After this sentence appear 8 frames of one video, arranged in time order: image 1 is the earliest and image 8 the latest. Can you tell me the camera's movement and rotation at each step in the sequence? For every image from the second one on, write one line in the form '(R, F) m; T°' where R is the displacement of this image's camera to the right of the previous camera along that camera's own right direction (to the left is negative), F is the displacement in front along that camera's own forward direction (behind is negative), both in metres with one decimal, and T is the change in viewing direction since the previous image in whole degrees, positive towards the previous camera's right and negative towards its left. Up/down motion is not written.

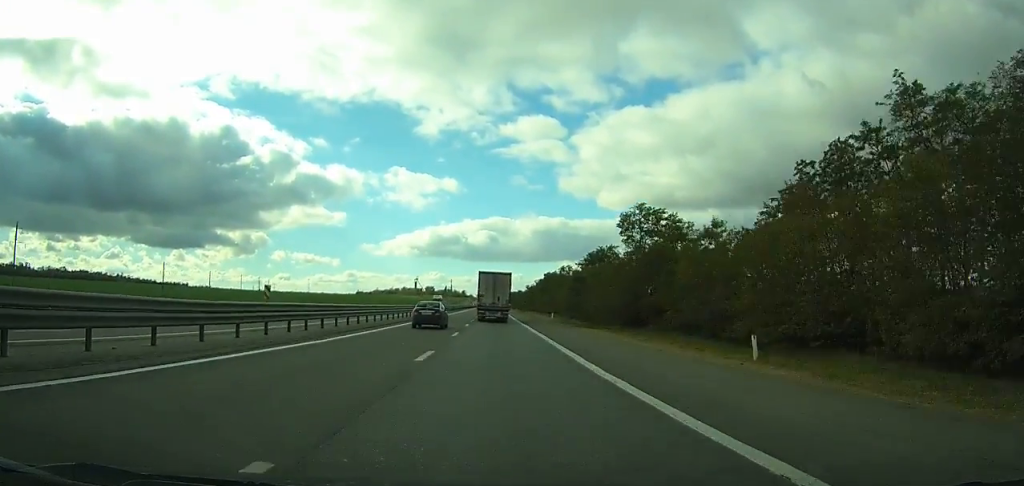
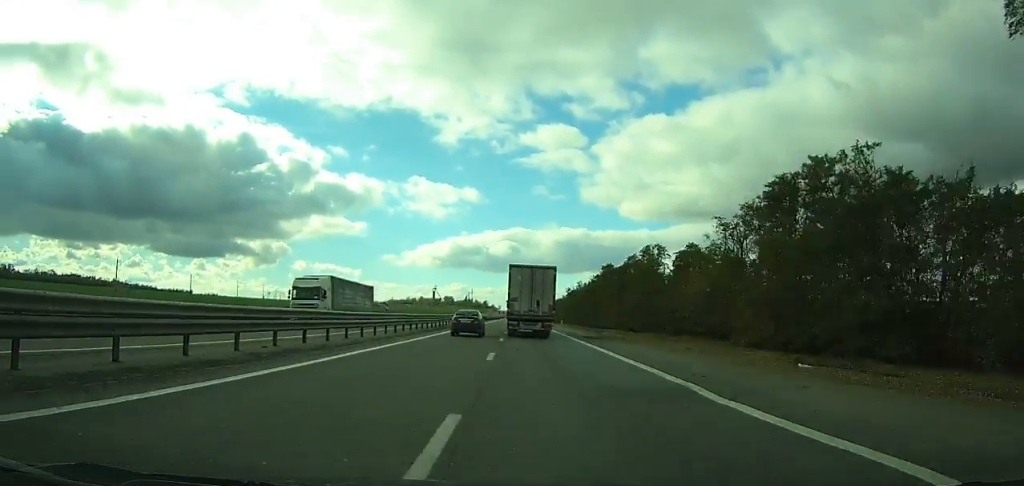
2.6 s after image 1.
(-0.2, +69.0) m; 0°
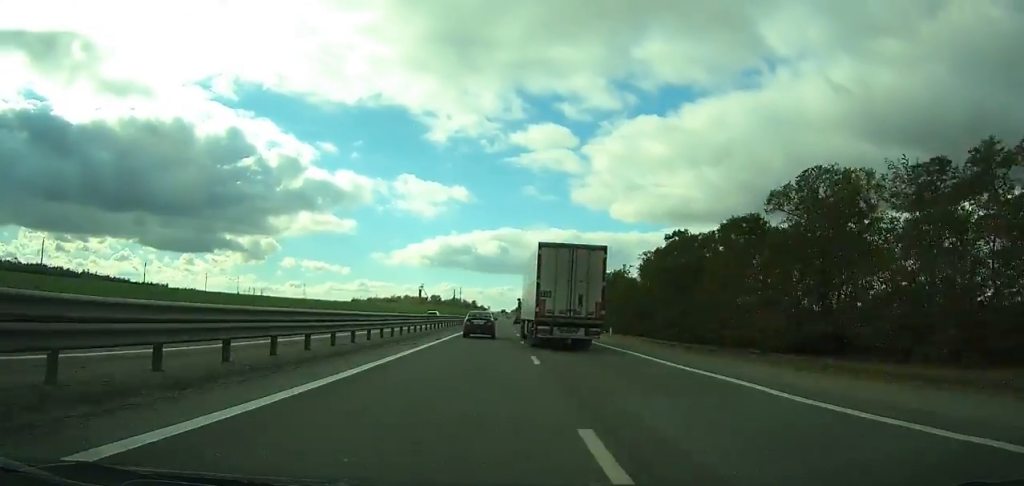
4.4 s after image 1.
(-0.3, +47.8) m; 0°
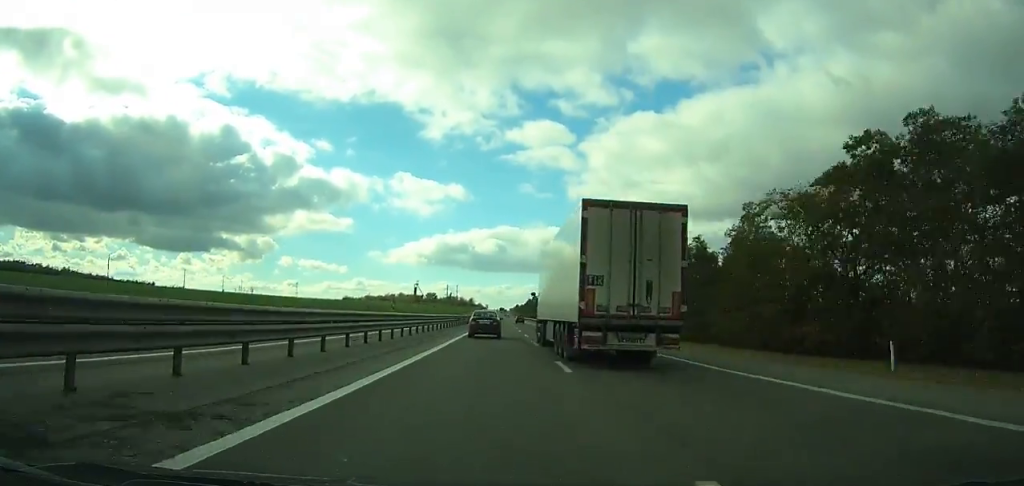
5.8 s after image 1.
(+0.3, +37.0) m; 0°
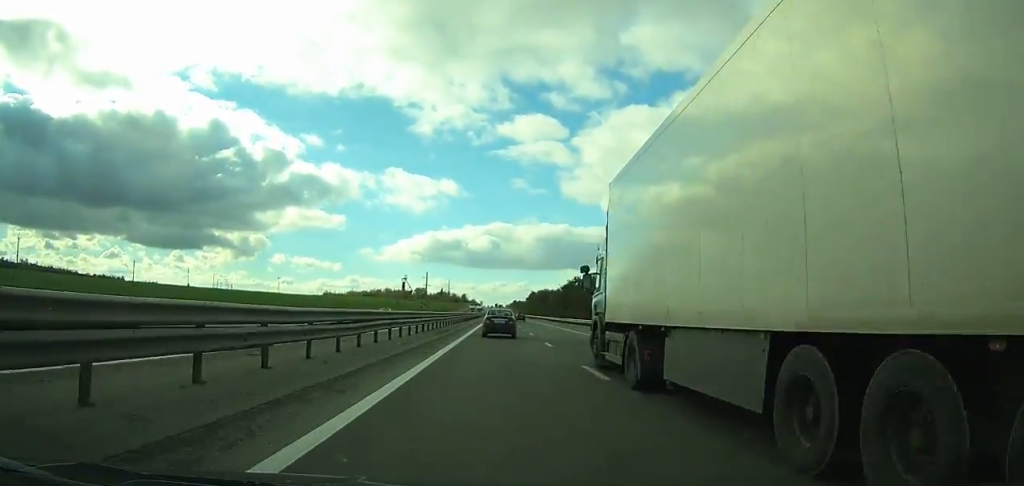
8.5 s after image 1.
(+0.3, +70.9) m; 0°
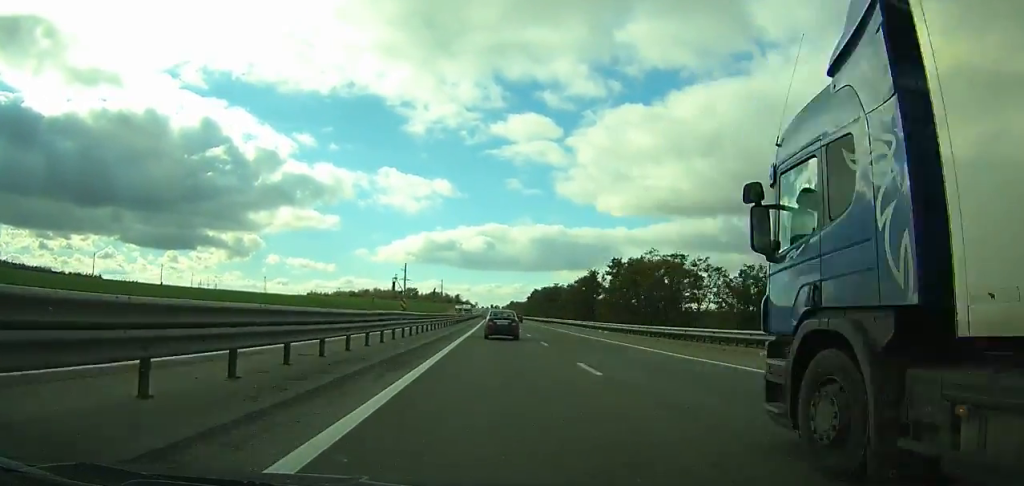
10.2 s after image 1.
(0.0, +44.2) m; 0°
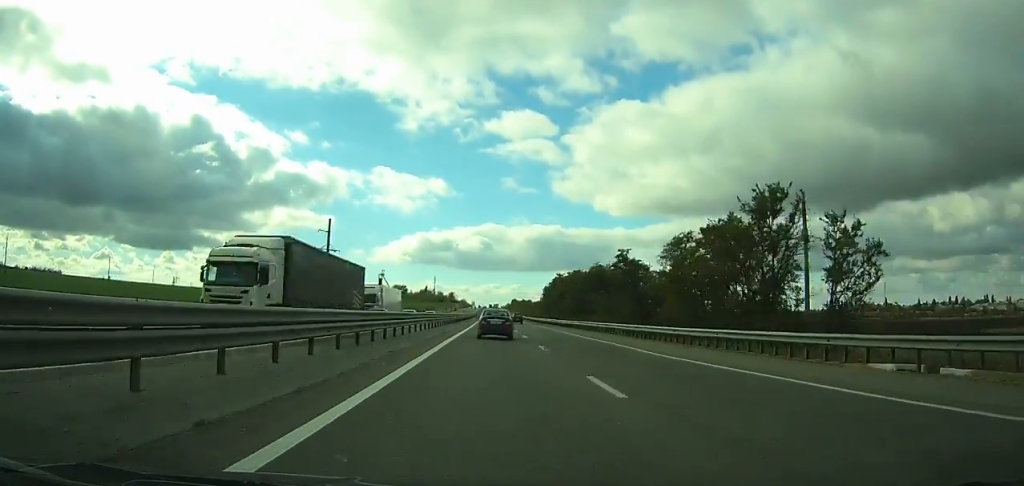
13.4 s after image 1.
(+0.4, +80.9) m; 0°
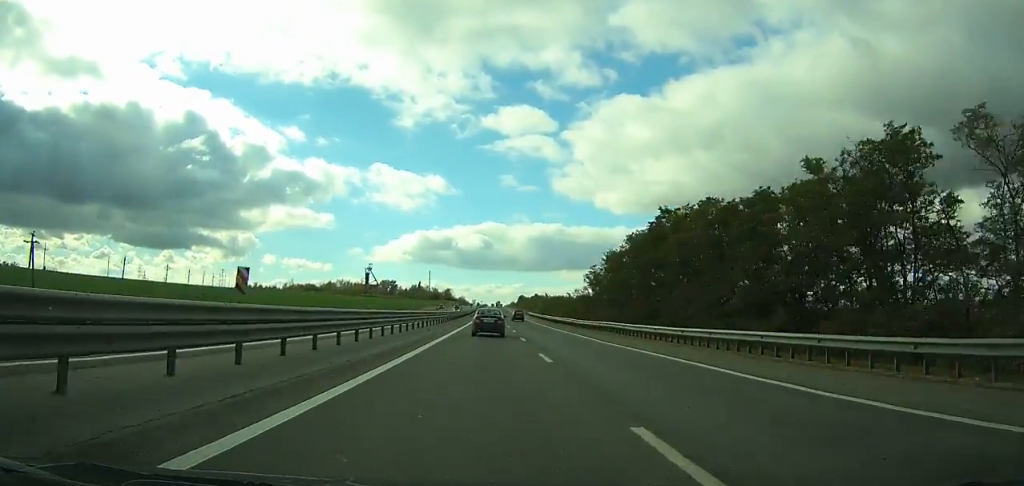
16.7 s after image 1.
(-0.2, +82.4) m; 0°
